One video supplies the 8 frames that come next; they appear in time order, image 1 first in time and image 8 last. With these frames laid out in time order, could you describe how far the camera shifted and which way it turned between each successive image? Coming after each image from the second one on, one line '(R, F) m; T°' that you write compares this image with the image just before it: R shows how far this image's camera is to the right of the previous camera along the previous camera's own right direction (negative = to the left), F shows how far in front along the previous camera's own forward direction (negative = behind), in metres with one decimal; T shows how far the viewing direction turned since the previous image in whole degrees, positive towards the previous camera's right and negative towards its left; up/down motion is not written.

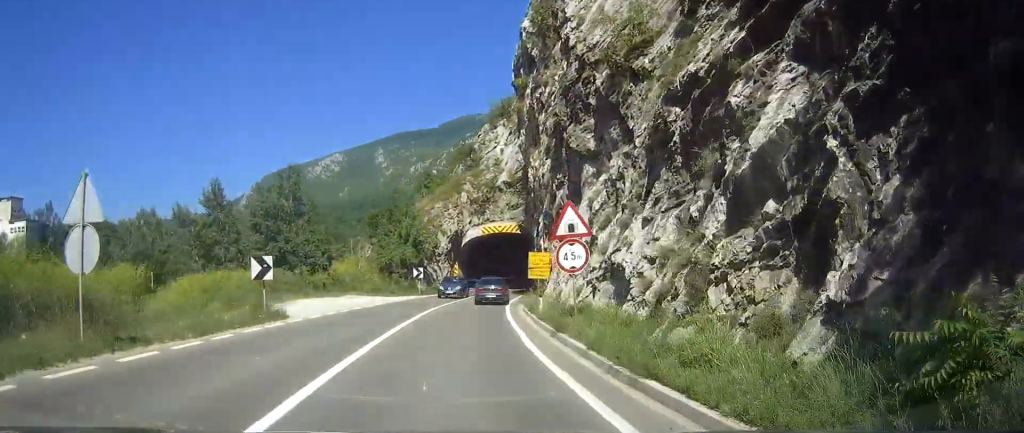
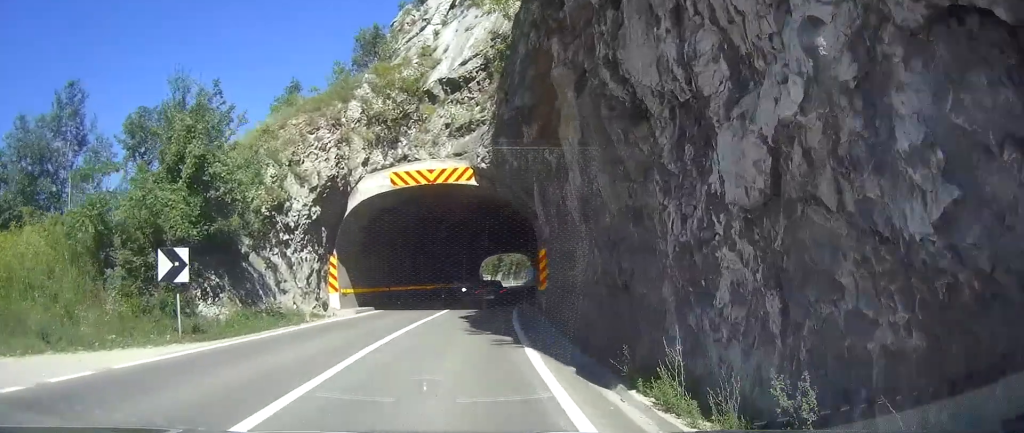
(+0.3, +42.3) m; +1°
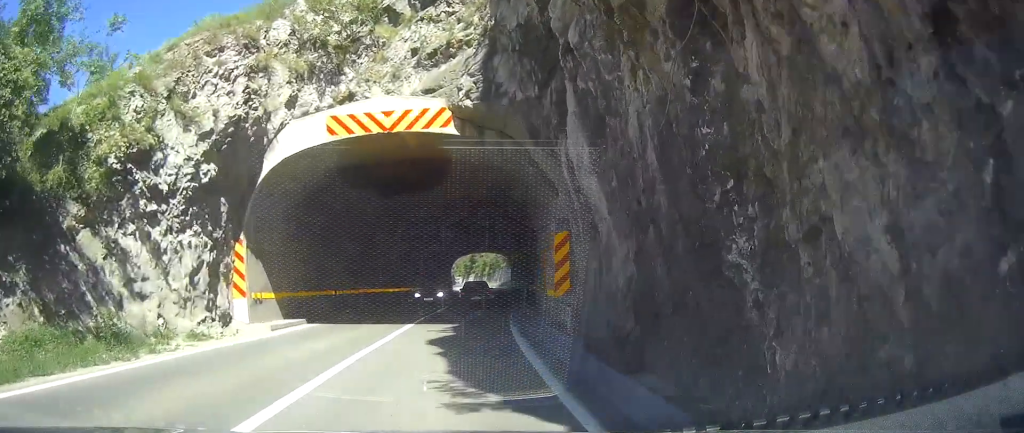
(+0.1, +11.1) m; 0°
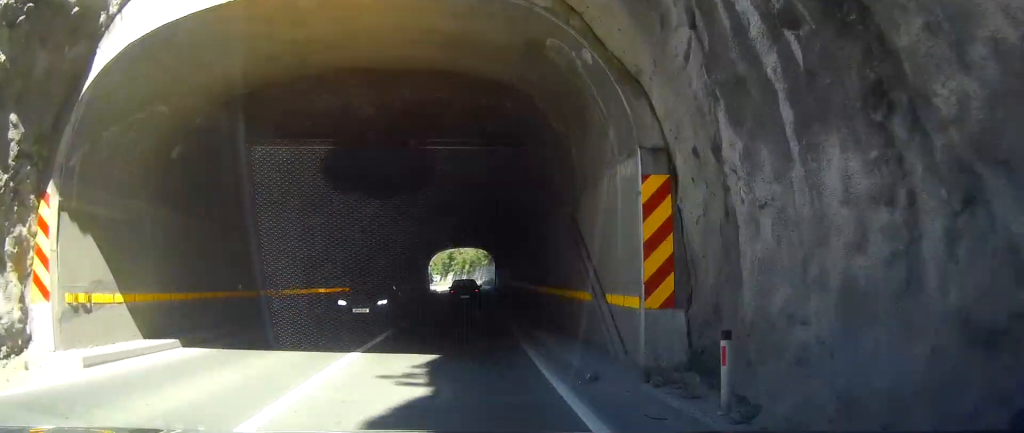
(+0.1, +10.4) m; 0°
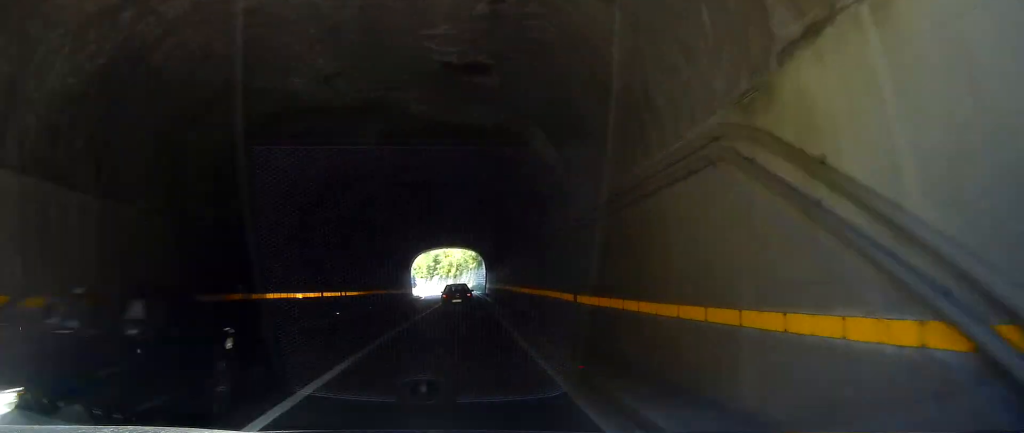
(-0.1, +9.4) m; 0°
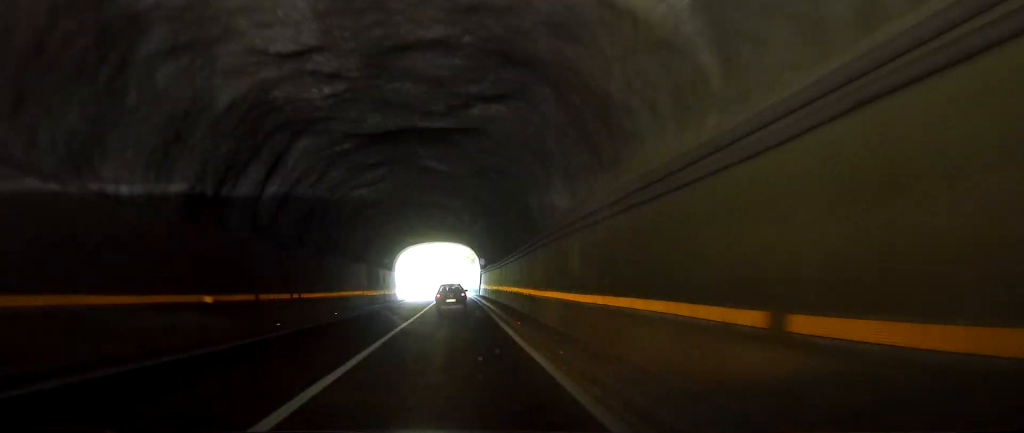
(0.0, +9.4) m; 0°
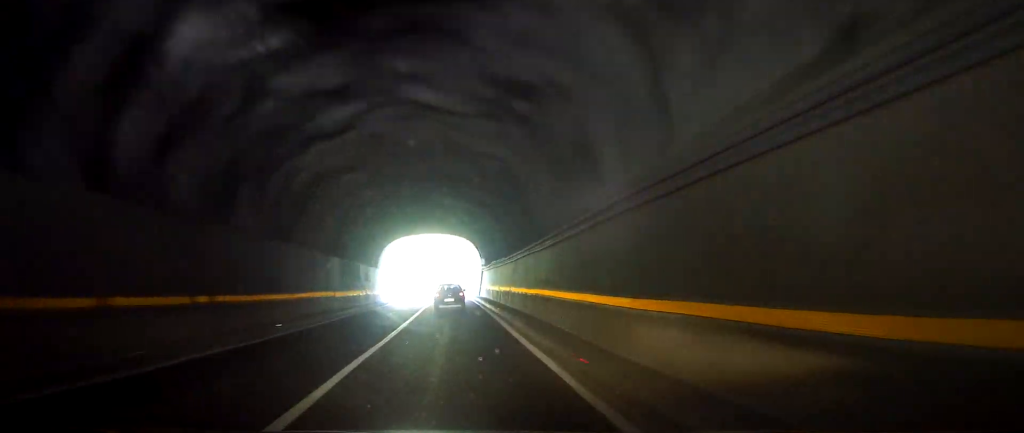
(0.0, +10.0) m; 0°
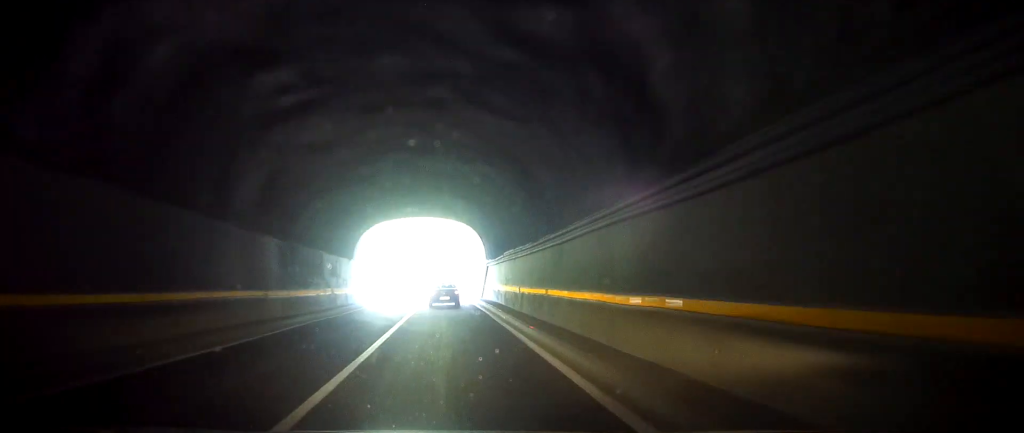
(0.0, +12.6) m; 0°
